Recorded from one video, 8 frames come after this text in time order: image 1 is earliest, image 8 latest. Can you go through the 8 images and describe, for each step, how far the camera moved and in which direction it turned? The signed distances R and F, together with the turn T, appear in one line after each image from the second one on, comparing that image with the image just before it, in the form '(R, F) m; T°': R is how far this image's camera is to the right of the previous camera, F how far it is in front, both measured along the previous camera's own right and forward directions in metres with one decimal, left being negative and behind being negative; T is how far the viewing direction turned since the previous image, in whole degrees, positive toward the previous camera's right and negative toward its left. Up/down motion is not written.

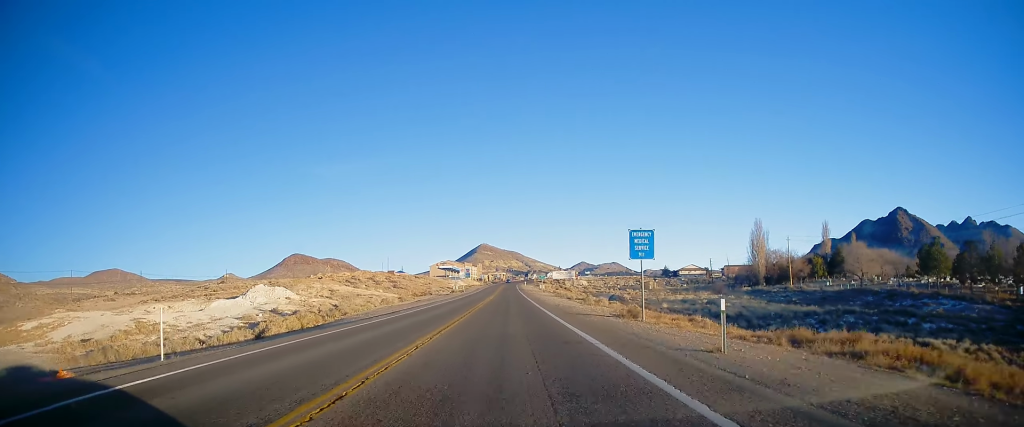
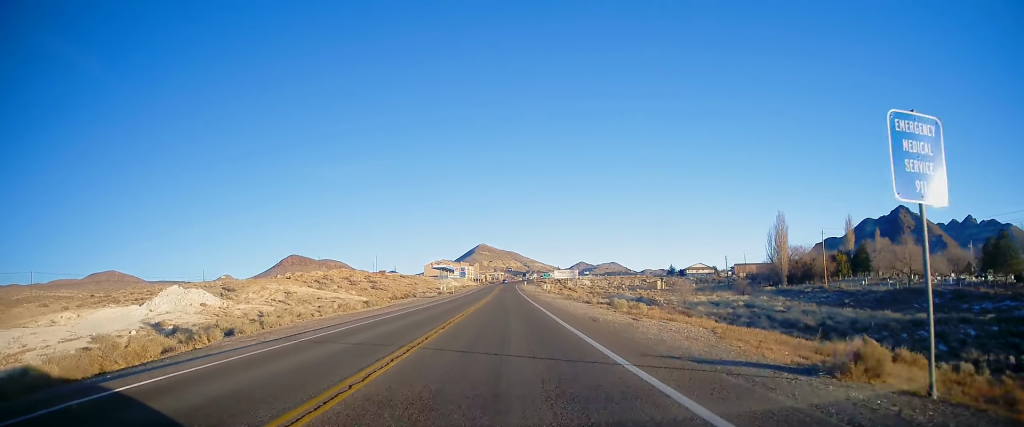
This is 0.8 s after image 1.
(-0.1, +17.2) m; 0°
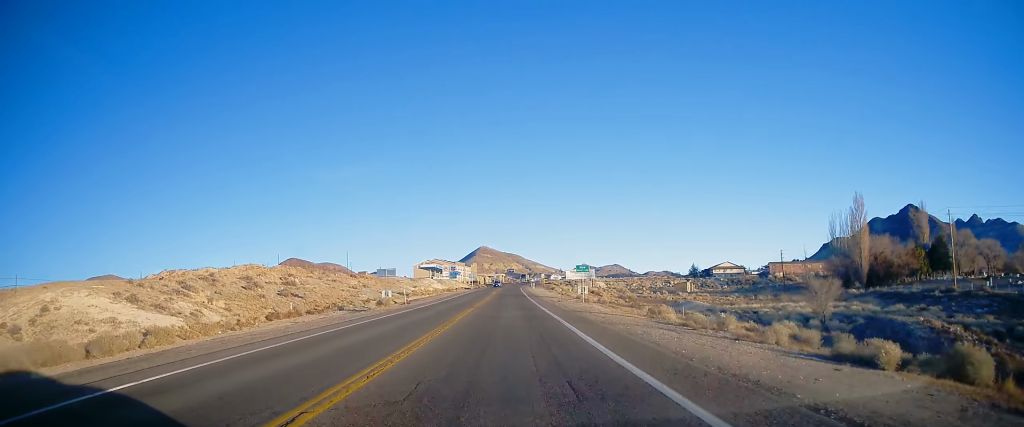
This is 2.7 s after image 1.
(+0.5, +41.5) m; +1°
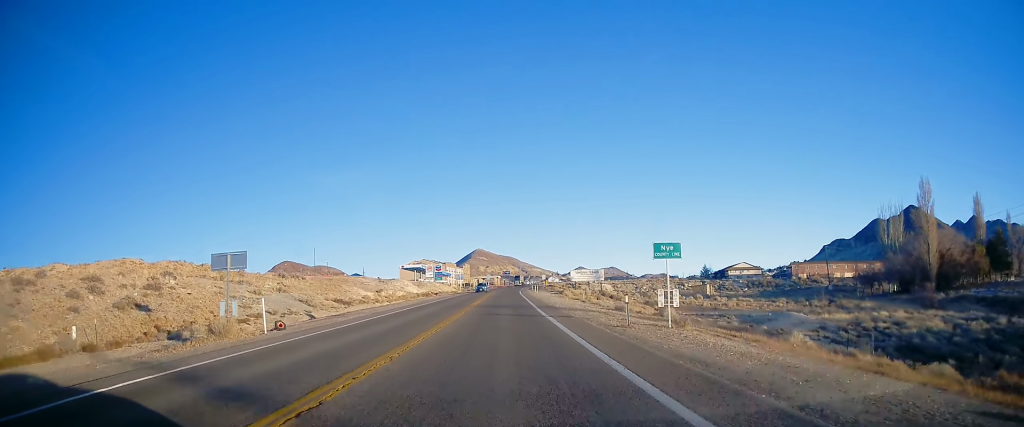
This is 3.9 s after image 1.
(0.0, +26.0) m; 0°
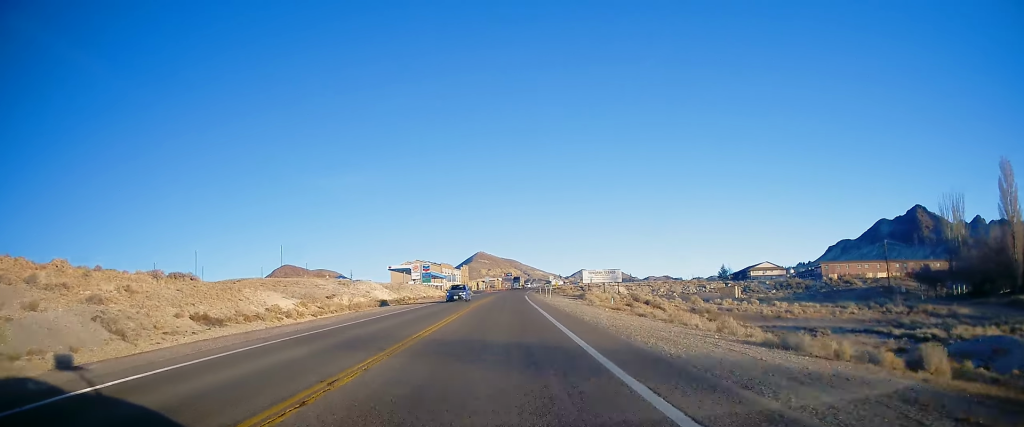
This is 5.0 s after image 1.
(-0.2, +23.1) m; -1°
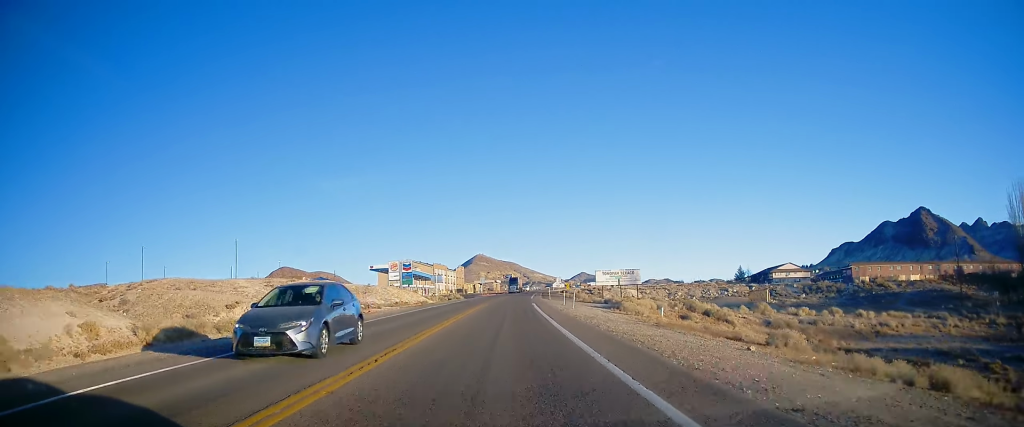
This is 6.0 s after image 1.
(-0.1, +21.9) m; +1°
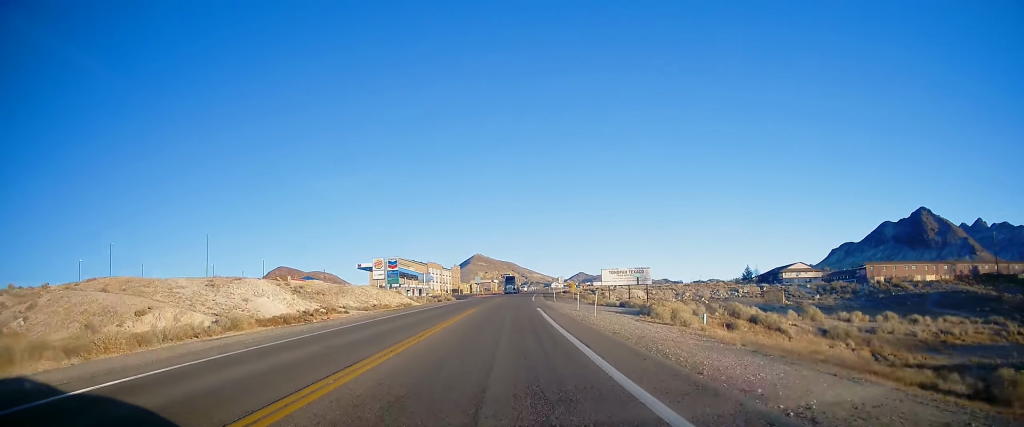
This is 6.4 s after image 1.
(+0.3, +10.3) m; 0°
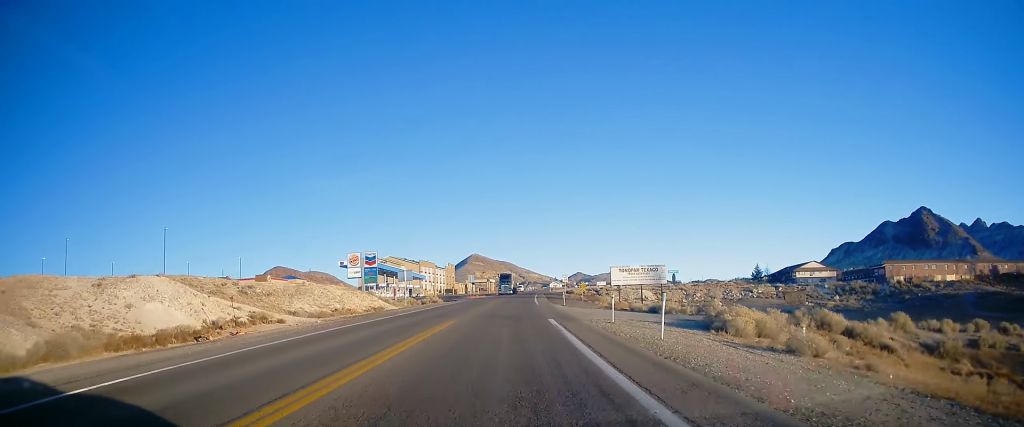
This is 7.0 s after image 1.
(+0.2, +12.5) m; 0°
